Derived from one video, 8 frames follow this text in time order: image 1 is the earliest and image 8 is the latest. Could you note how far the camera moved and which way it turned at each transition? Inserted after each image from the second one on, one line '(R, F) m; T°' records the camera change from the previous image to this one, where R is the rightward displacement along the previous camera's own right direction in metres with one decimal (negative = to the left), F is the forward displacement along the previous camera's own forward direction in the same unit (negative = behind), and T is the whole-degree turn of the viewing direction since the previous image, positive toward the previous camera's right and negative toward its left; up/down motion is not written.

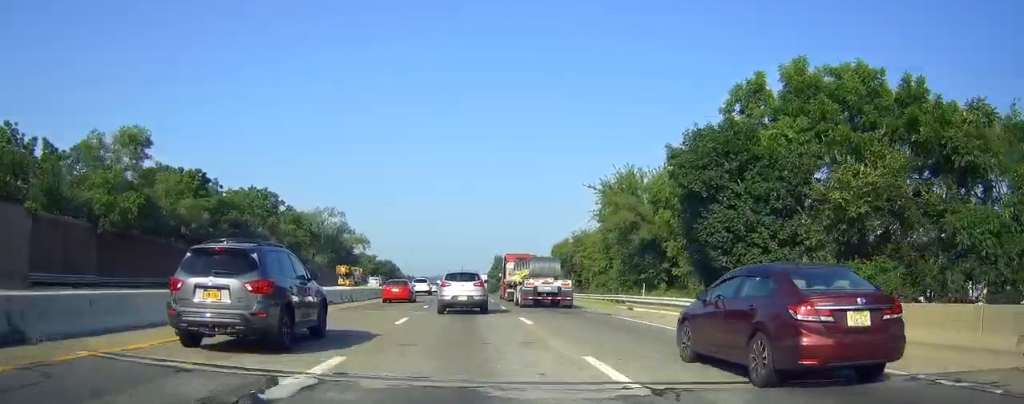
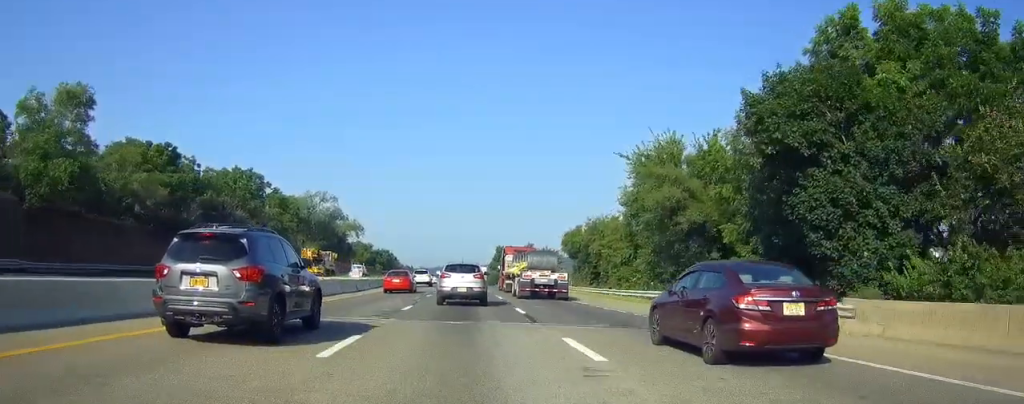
(0.0, +9.4) m; 0°
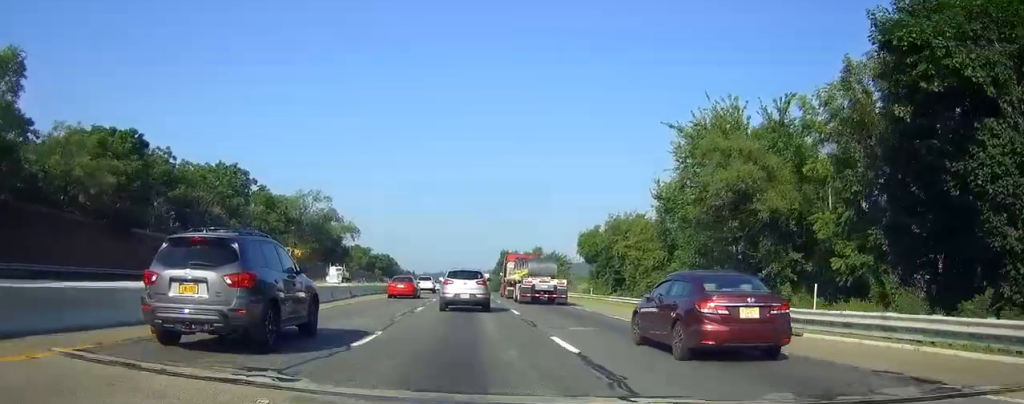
(0.0, +9.1) m; 0°
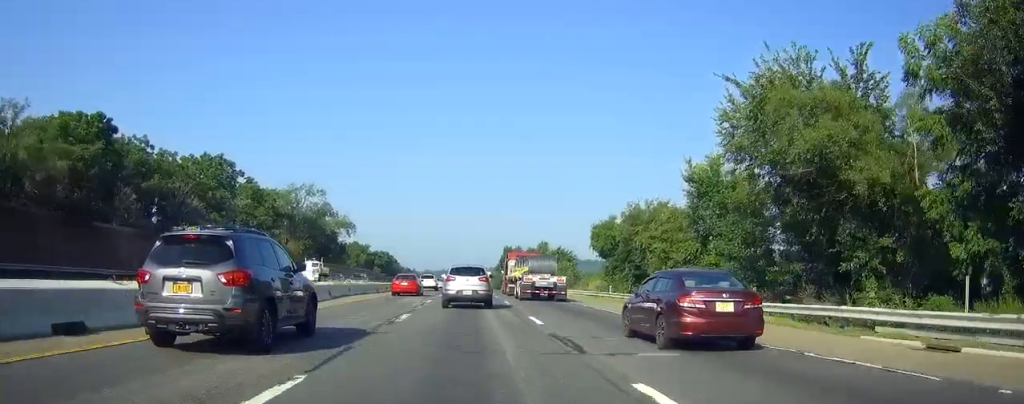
(-0.1, +6.9) m; 0°
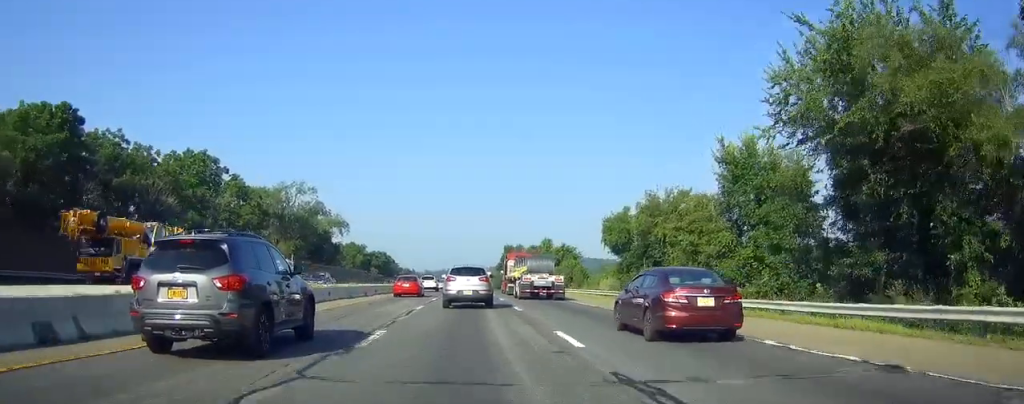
(0.0, +5.9) m; 0°
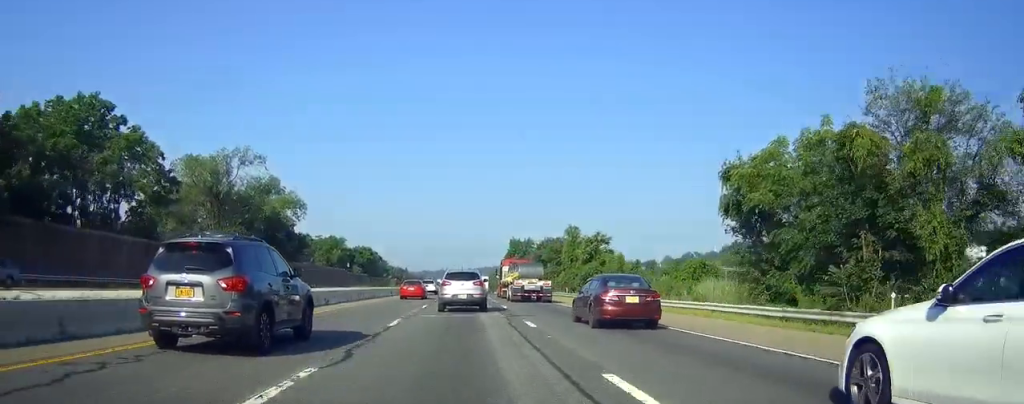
(0.0, +30.4) m; 0°
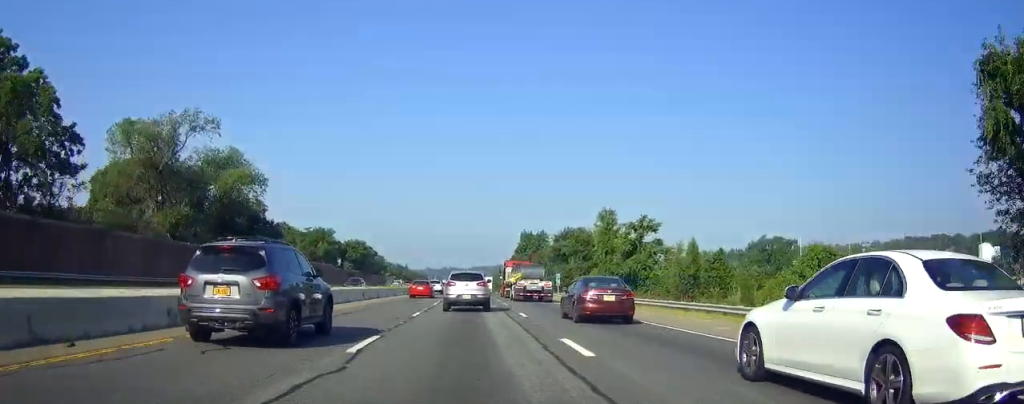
(0.0, +19.3) m; 0°
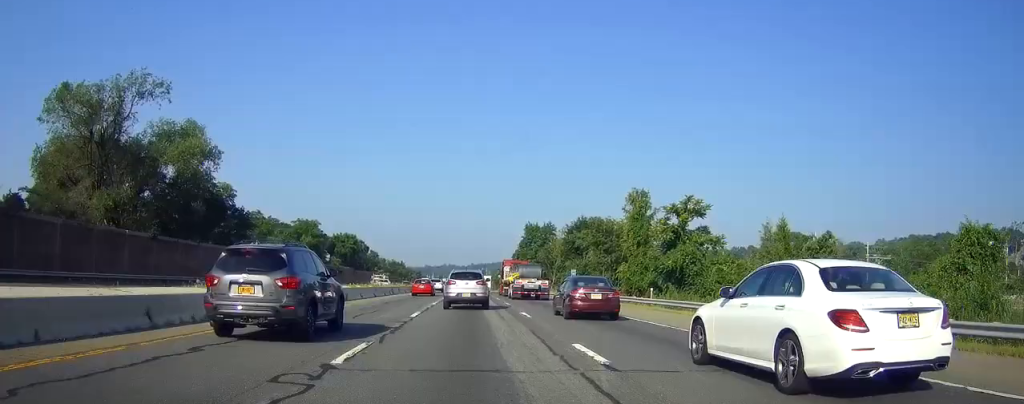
(-0.1, +13.1) m; 0°
